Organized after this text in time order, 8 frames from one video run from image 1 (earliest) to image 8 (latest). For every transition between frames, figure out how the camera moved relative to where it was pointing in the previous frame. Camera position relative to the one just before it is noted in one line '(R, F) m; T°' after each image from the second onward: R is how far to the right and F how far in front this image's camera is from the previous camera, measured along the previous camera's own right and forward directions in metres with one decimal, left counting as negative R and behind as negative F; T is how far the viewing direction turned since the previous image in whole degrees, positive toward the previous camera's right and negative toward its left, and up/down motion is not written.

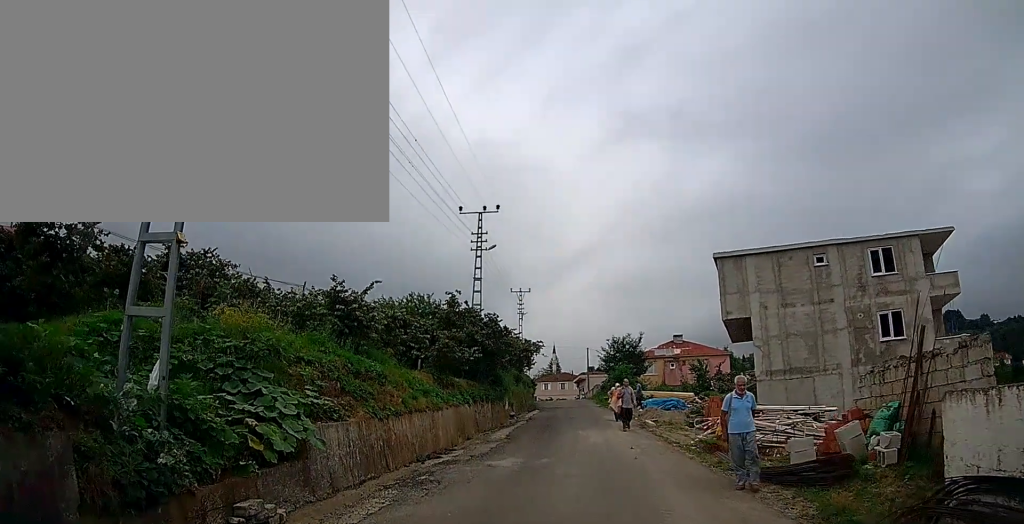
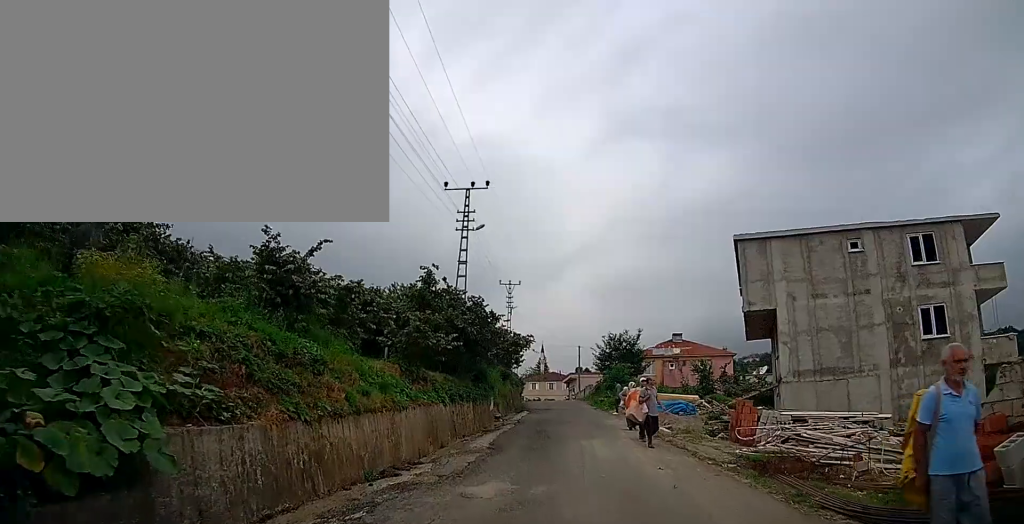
(-0.2, +2.9) m; -5°
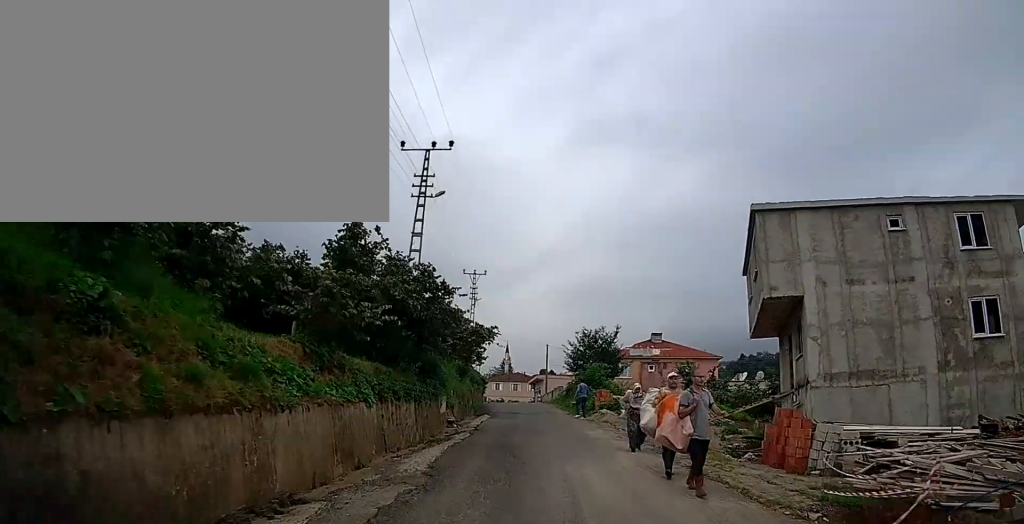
(-0.1, +4.5) m; -1°
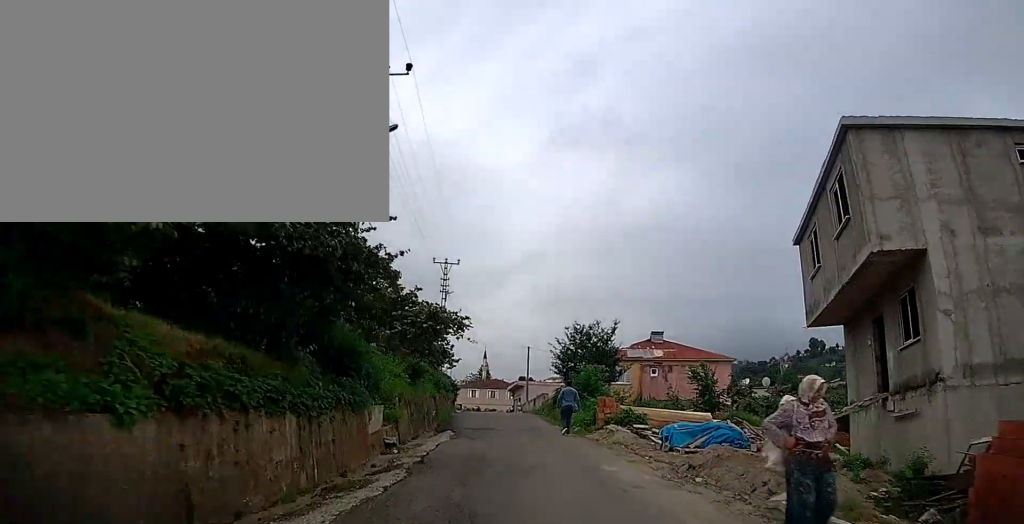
(+0.1, +7.3) m; +1°
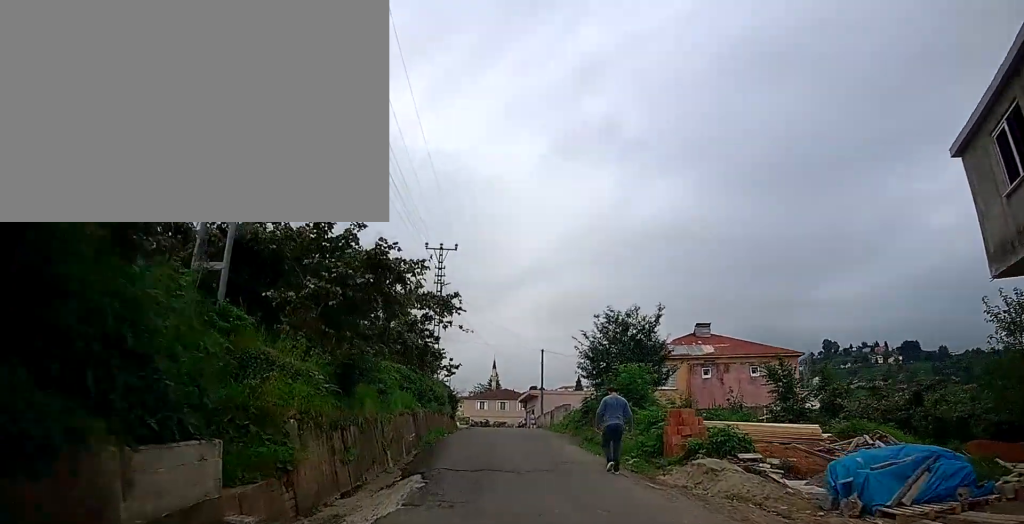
(-0.1, +8.2) m; -1°
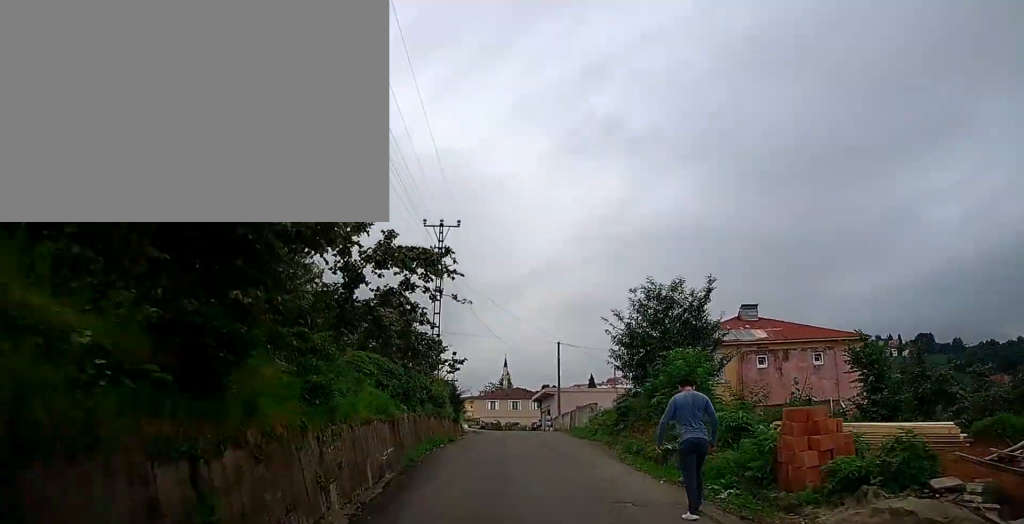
(0.0, +5.3) m; -1°
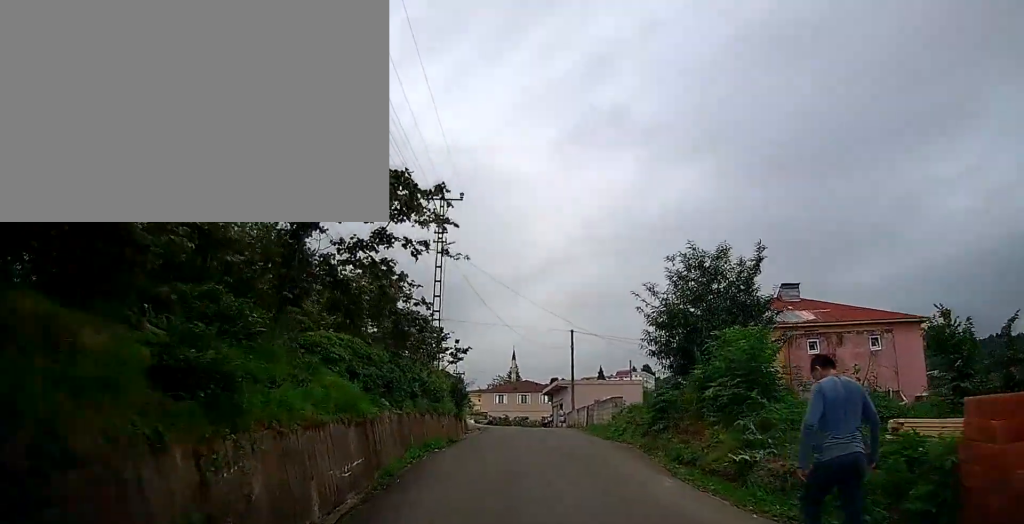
(0.0, +3.7) m; 0°
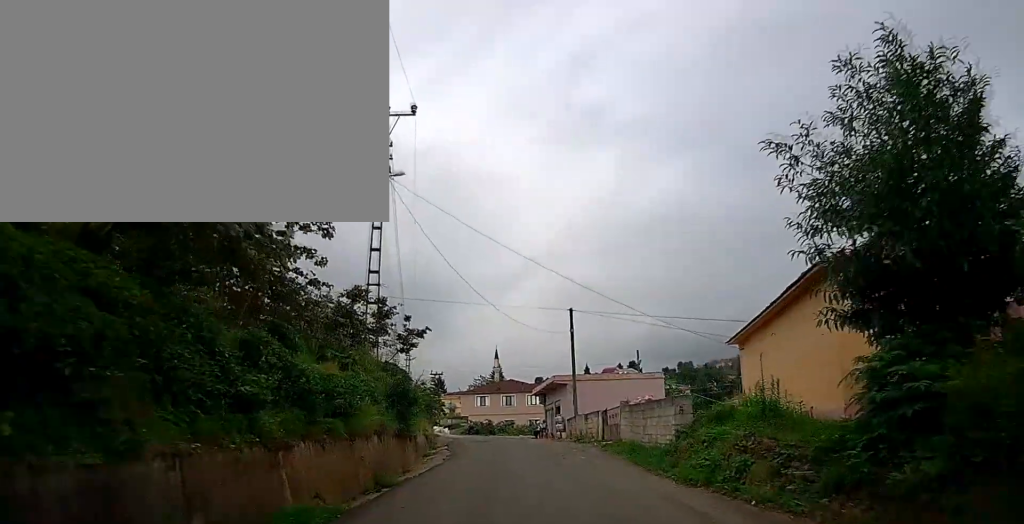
(+0.2, +10.3) m; +2°
